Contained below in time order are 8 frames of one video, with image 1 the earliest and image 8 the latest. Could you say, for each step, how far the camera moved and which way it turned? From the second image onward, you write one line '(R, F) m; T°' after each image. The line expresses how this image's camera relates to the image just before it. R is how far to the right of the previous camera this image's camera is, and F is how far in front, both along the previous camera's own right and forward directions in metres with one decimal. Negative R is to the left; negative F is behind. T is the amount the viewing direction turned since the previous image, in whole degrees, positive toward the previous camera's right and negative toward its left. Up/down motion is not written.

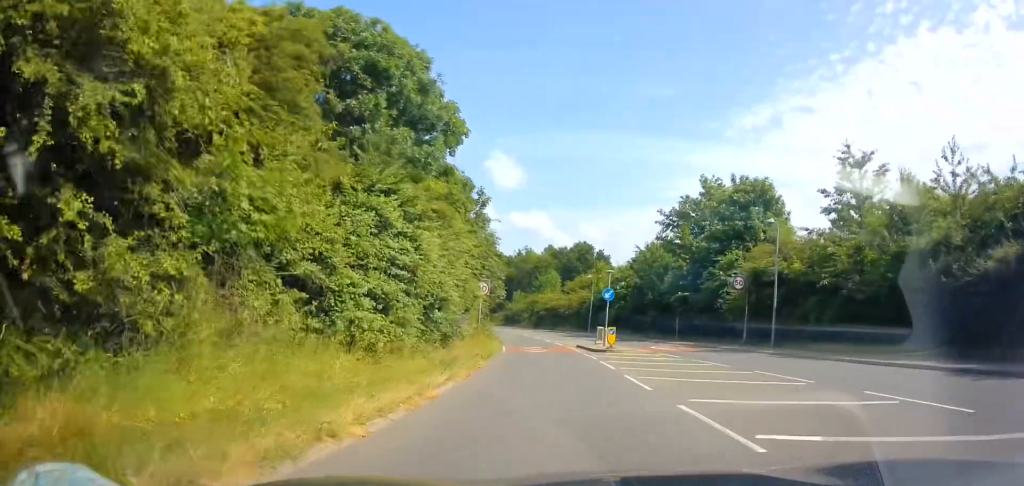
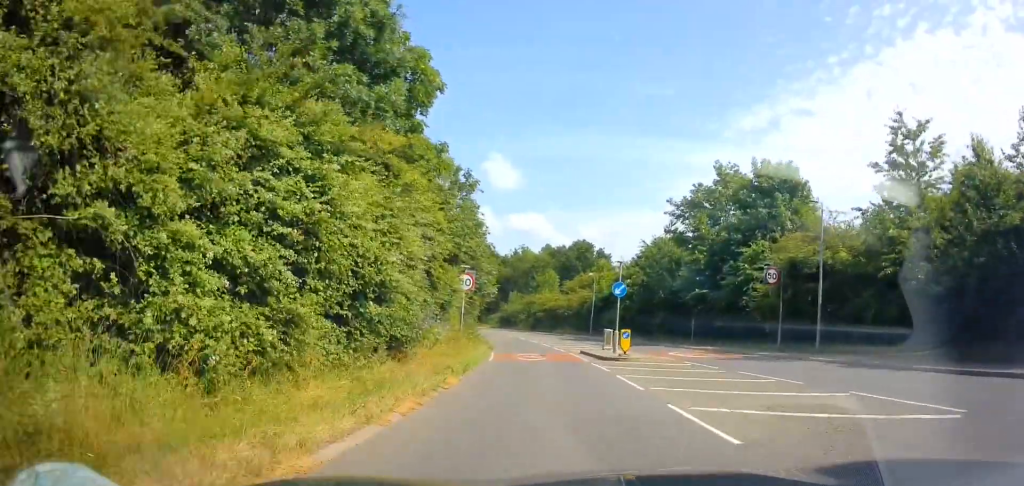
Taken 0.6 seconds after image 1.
(+0.4, +4.8) m; +1°
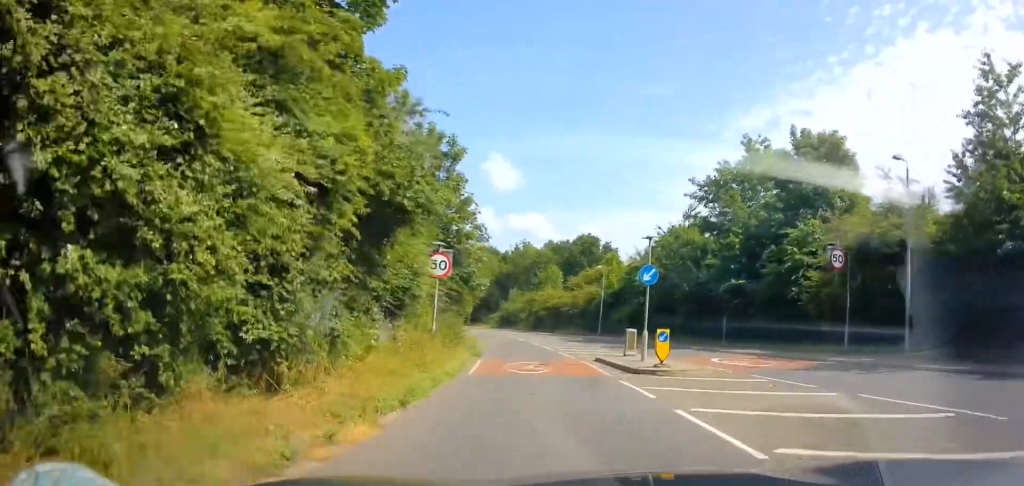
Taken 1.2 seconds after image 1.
(-0.1, +6.0) m; -1°
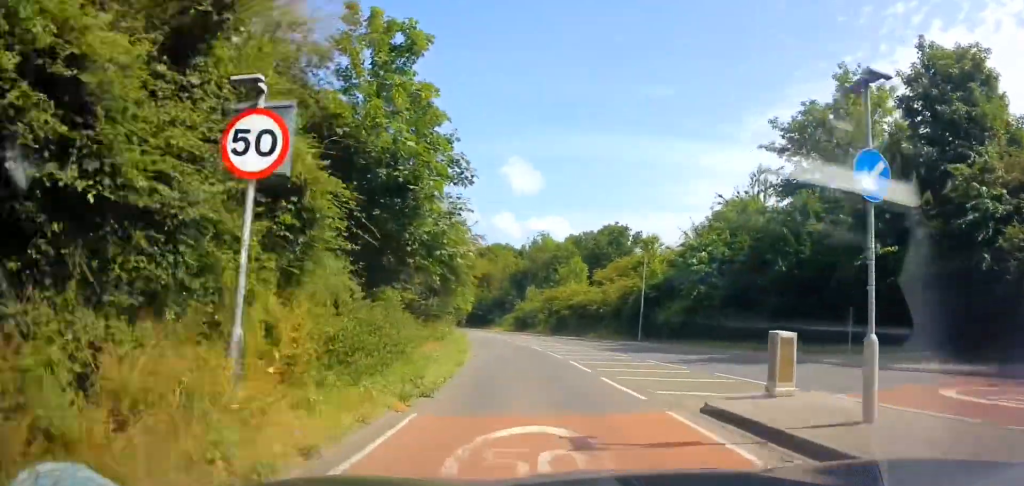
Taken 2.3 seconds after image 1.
(-0.4, +12.0) m; -3°
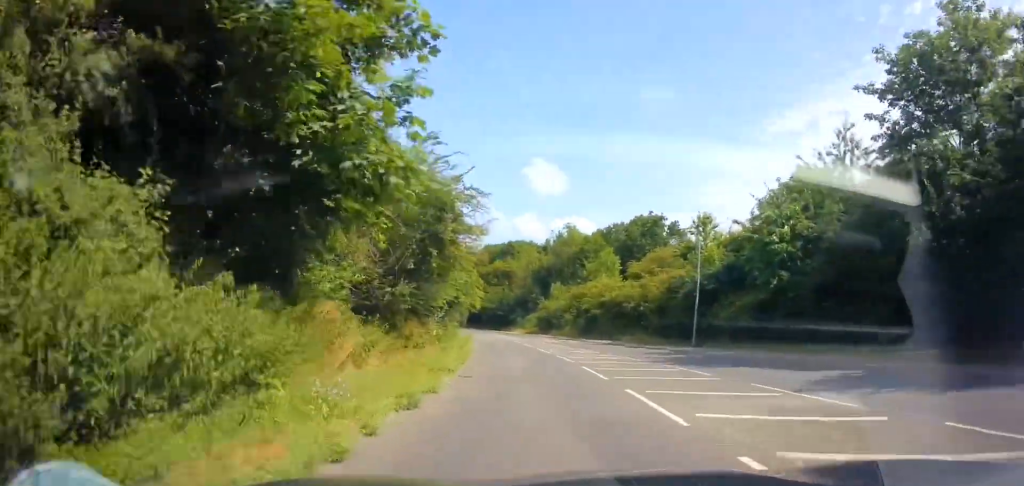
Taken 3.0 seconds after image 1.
(-0.1, +7.7) m; -1°
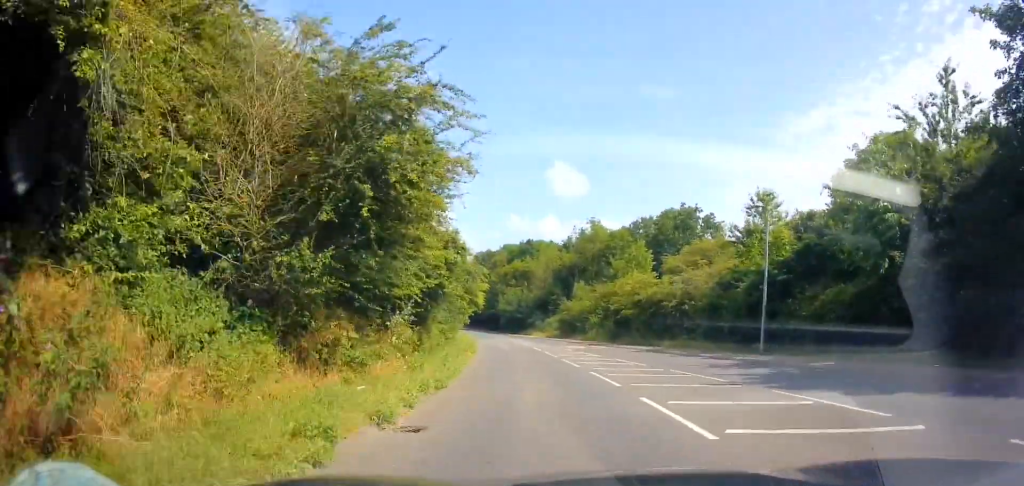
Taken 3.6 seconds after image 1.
(-0.1, +6.9) m; -1°
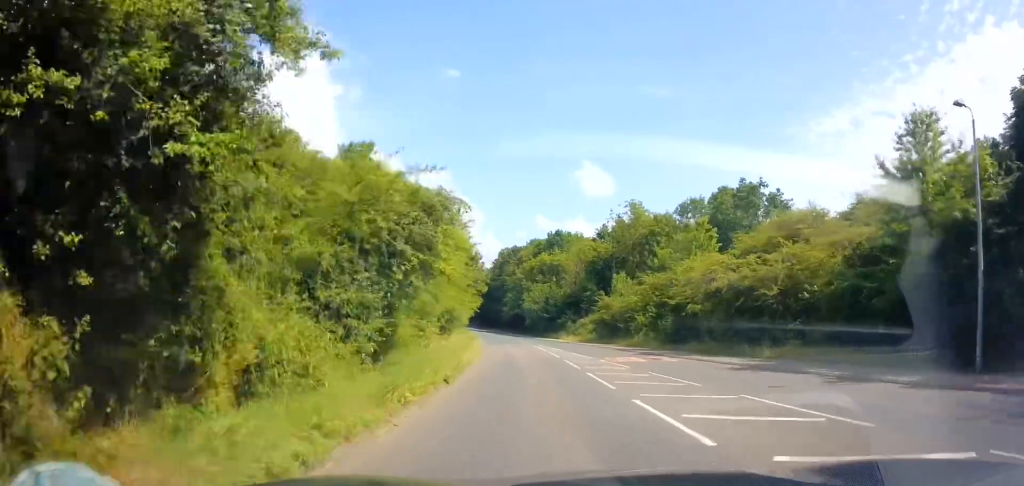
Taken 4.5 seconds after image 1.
(-0.2, +11.7) m; -3°
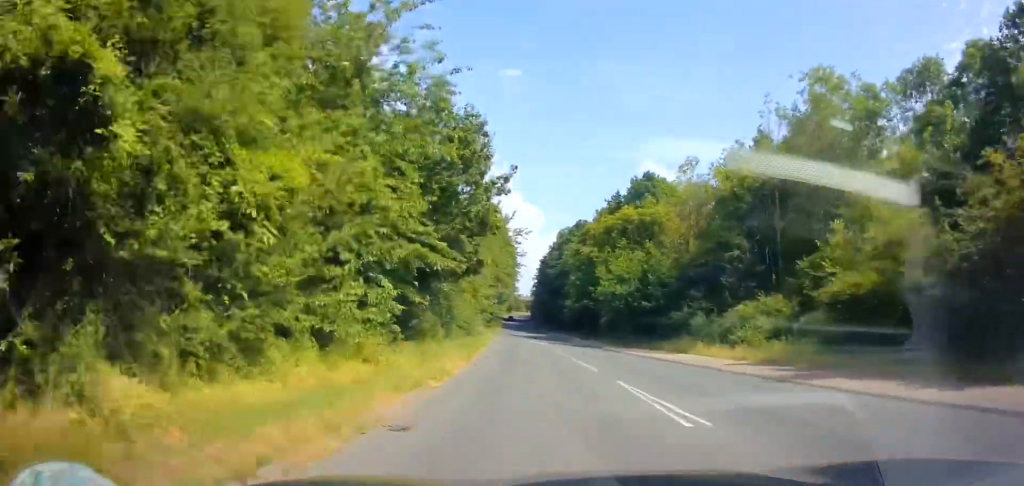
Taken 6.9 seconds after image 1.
(-2.4, +34.4) m; -7°
